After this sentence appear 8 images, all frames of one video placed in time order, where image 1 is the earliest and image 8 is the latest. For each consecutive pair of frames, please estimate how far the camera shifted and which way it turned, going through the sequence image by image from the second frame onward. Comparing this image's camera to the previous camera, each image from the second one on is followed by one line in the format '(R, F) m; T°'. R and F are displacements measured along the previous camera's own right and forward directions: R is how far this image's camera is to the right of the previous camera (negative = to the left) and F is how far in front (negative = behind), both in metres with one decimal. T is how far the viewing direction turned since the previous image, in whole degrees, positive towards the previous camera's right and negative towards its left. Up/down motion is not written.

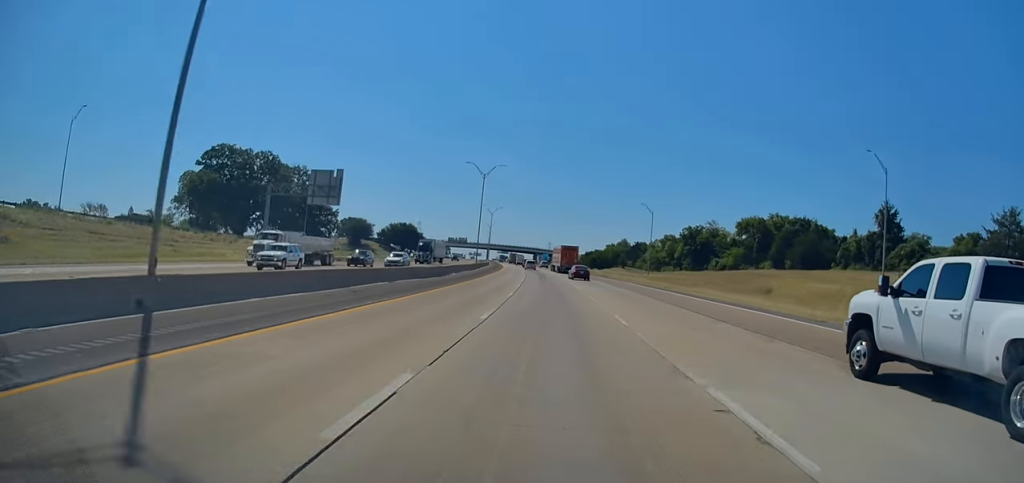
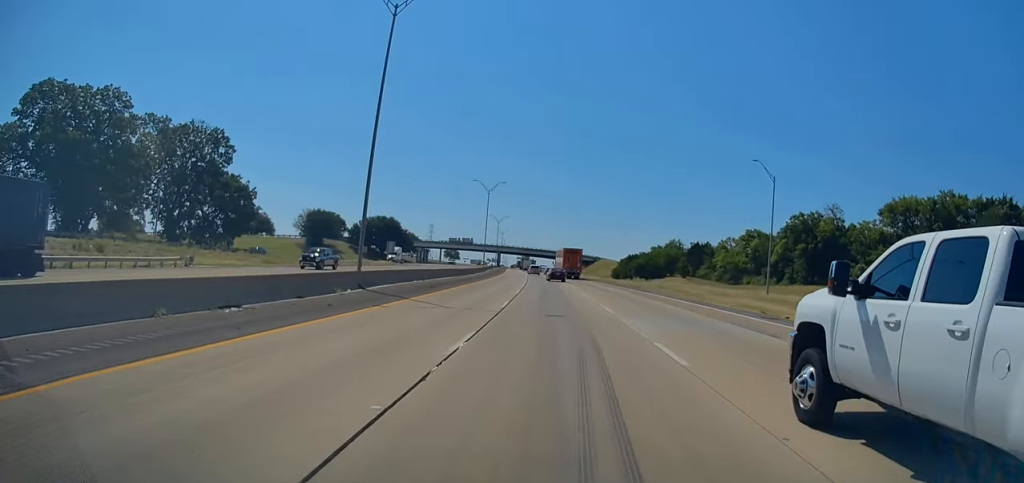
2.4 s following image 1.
(-1.3, +68.1) m; -3°
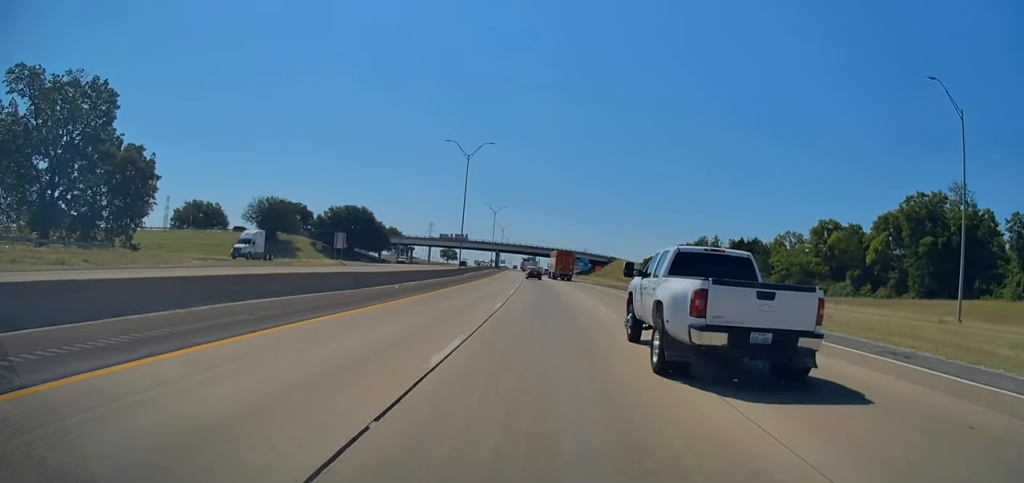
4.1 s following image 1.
(-0.7, +39.6) m; -1°
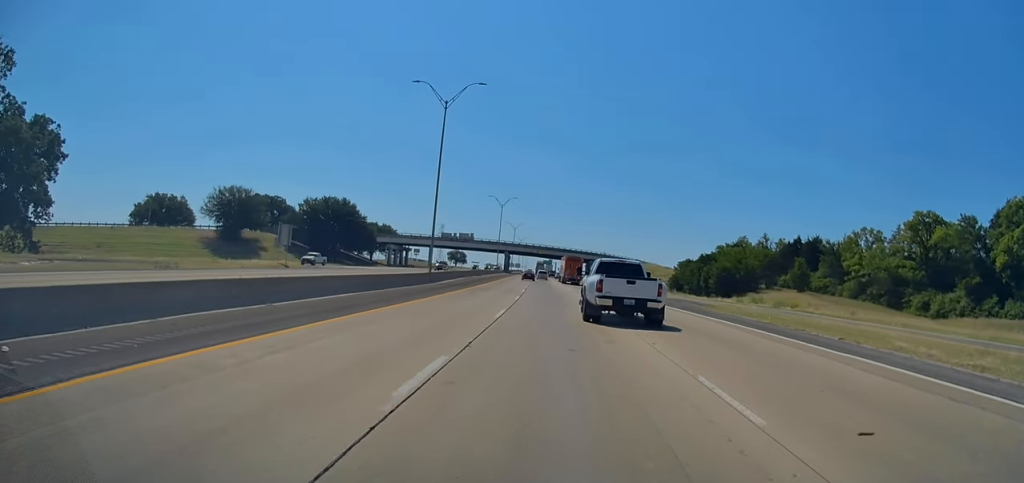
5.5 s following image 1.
(+0.2, +27.0) m; -1°
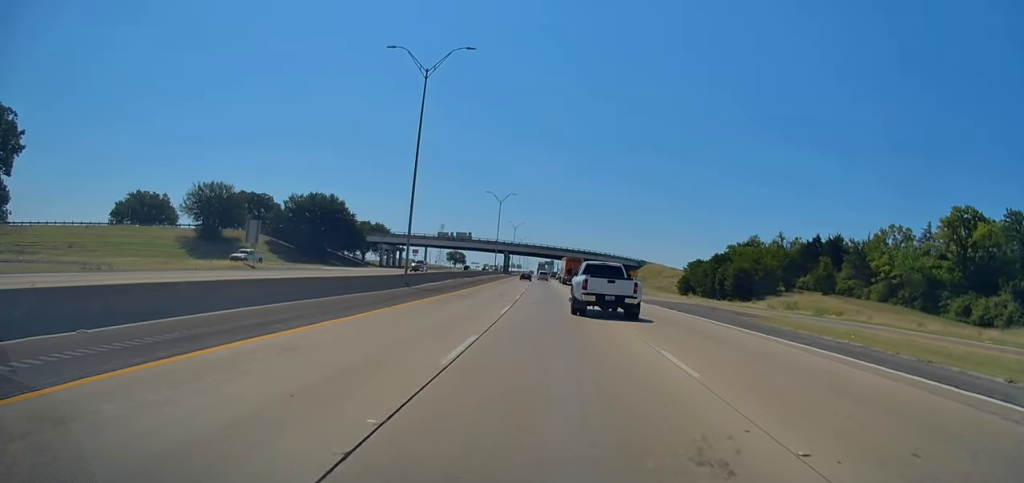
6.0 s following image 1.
(0.0, +8.8) m; 0°
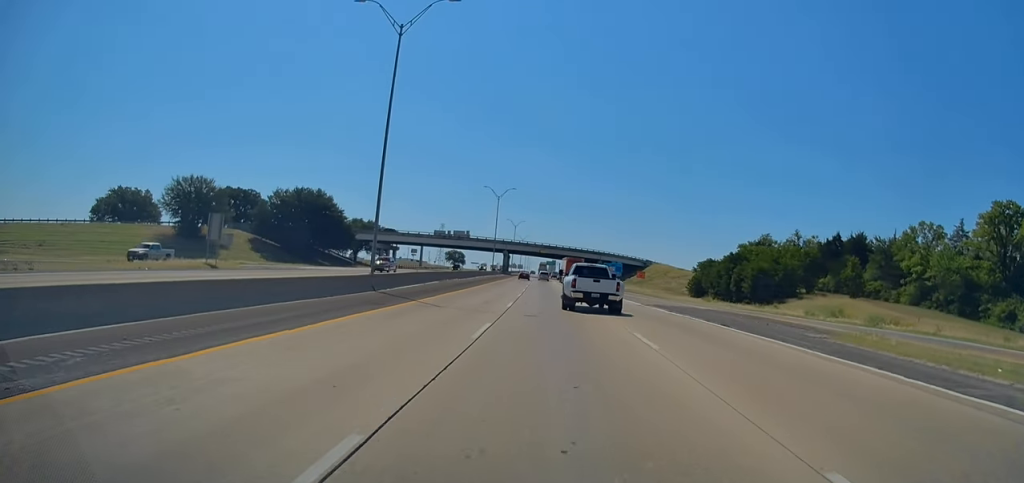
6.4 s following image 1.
(-0.2, +8.2) m; 0°
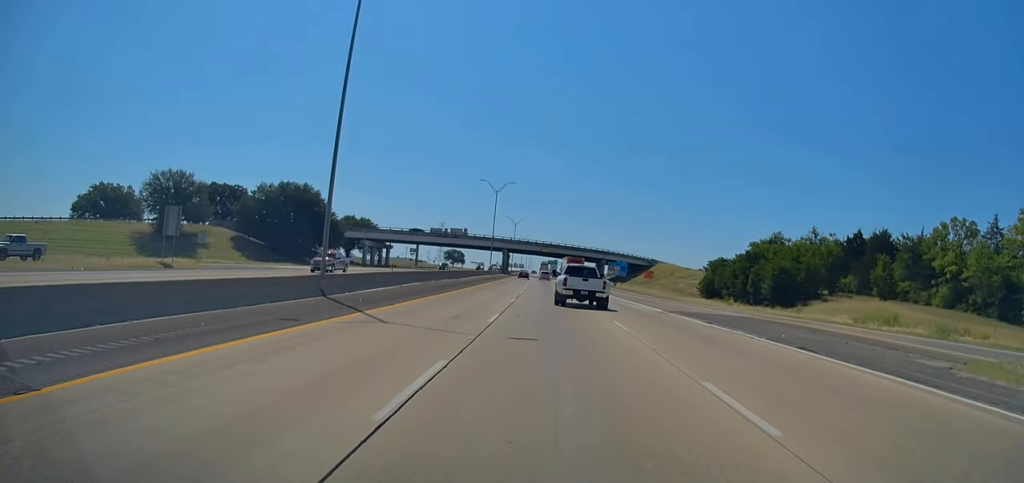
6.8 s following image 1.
(-0.1, +7.6) m; 0°
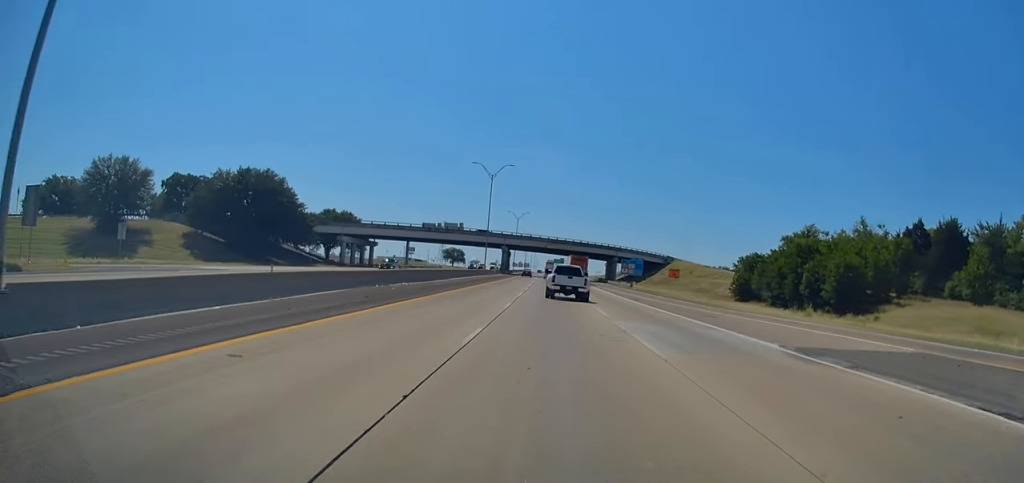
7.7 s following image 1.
(+0.2, +17.1) m; 0°
